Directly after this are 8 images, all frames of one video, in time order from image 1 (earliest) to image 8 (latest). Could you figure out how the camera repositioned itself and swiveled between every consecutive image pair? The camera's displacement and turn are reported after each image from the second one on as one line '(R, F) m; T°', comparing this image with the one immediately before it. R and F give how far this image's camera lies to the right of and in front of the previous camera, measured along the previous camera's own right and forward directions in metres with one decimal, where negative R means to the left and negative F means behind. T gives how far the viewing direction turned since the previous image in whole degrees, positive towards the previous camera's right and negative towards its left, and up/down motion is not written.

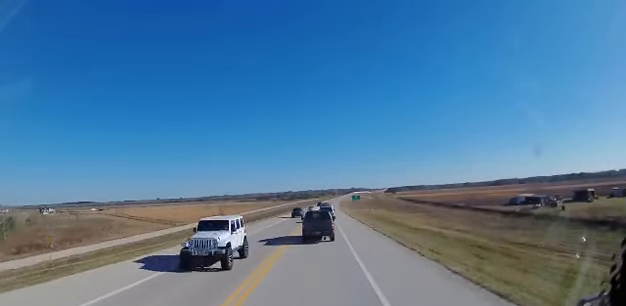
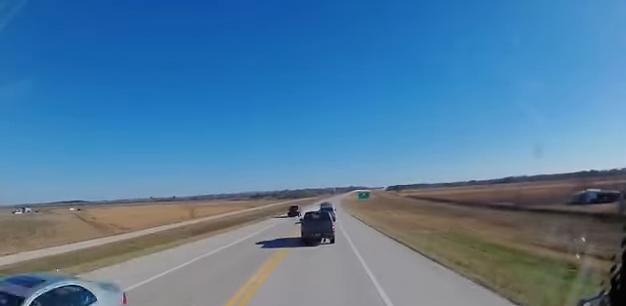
(-0.4, +35.2) m; -1°
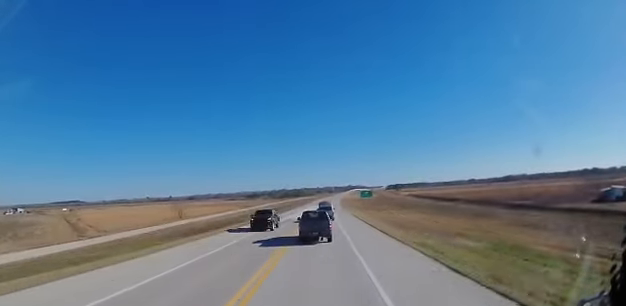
(0.0, +10.0) m; 0°
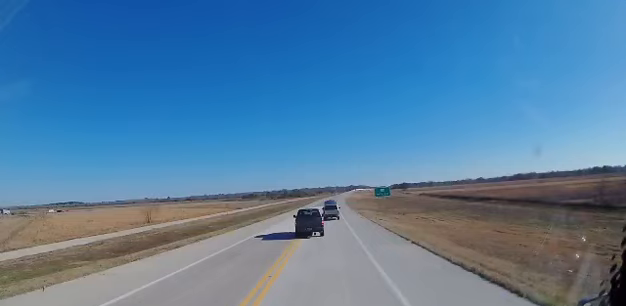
(+0.2, +23.6) m; +1°
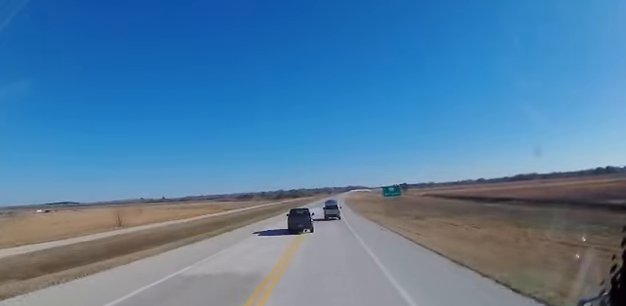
(+0.1, +13.8) m; 0°
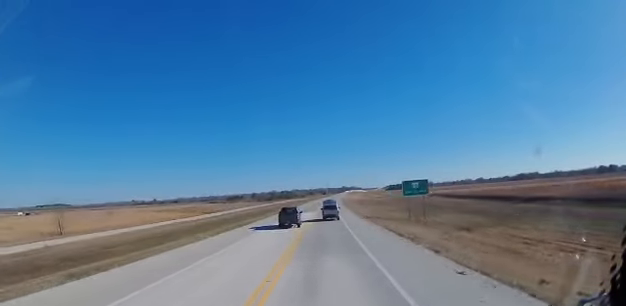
(0.0, +20.1) m; 0°
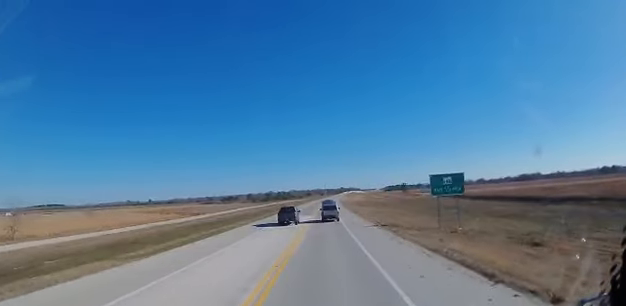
(-0.1, +12.6) m; 0°
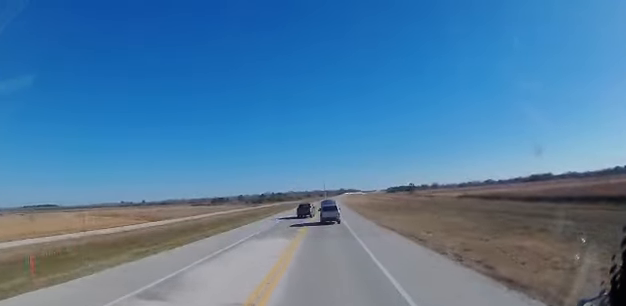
(0.0, +29.8) m; 0°
